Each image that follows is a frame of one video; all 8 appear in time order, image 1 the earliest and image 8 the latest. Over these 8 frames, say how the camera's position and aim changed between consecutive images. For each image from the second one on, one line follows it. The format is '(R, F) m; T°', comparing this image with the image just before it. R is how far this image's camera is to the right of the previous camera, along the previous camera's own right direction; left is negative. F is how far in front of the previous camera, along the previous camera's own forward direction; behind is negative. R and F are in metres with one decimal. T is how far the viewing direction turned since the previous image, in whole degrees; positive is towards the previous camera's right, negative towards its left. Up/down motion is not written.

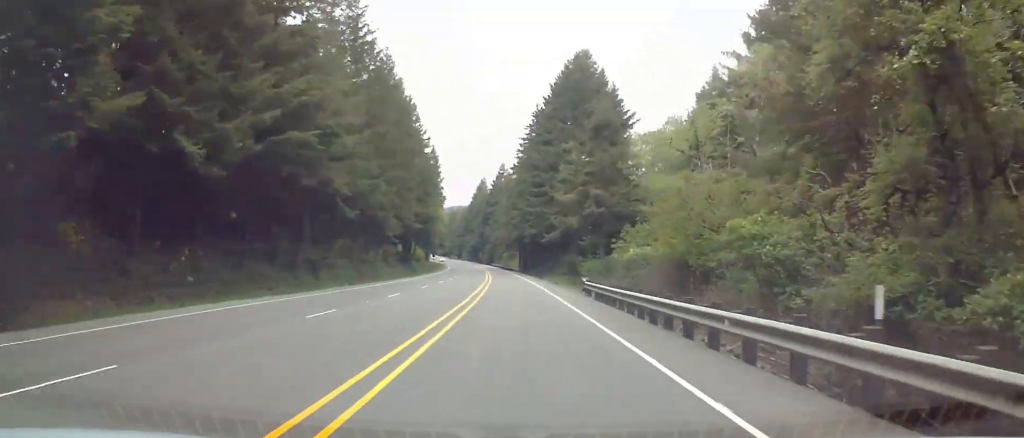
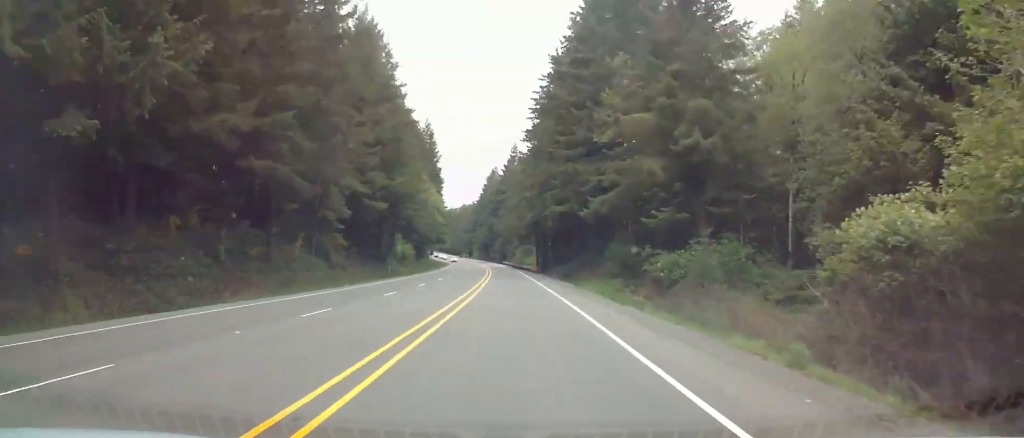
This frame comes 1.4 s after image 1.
(-0.1, +35.9) m; 0°
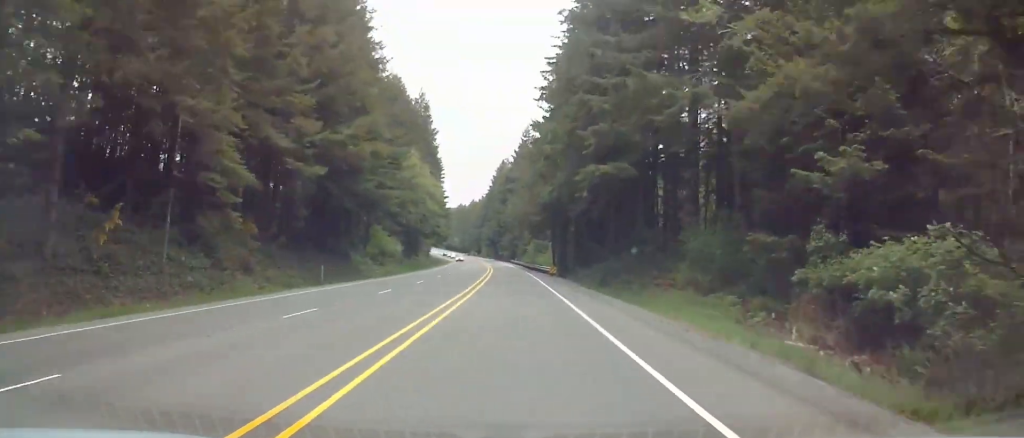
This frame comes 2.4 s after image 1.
(+0.1, +25.6) m; 0°
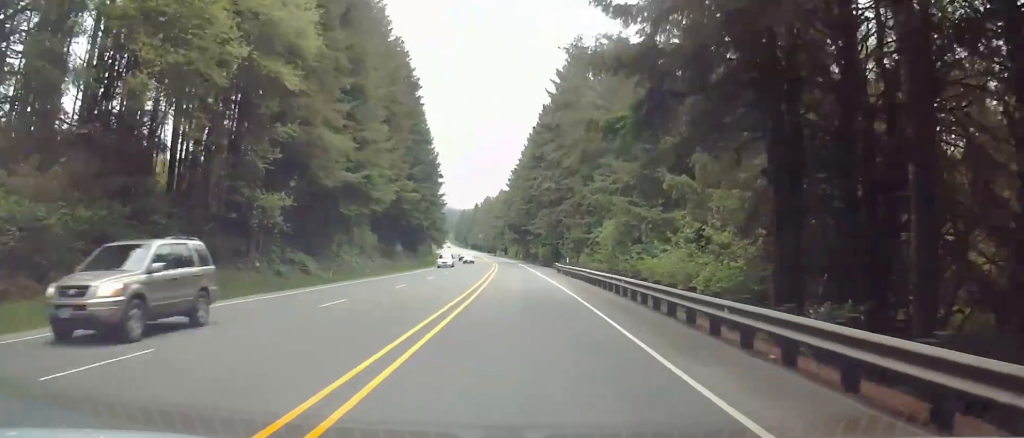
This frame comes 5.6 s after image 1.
(-2.4, +82.7) m; -4°
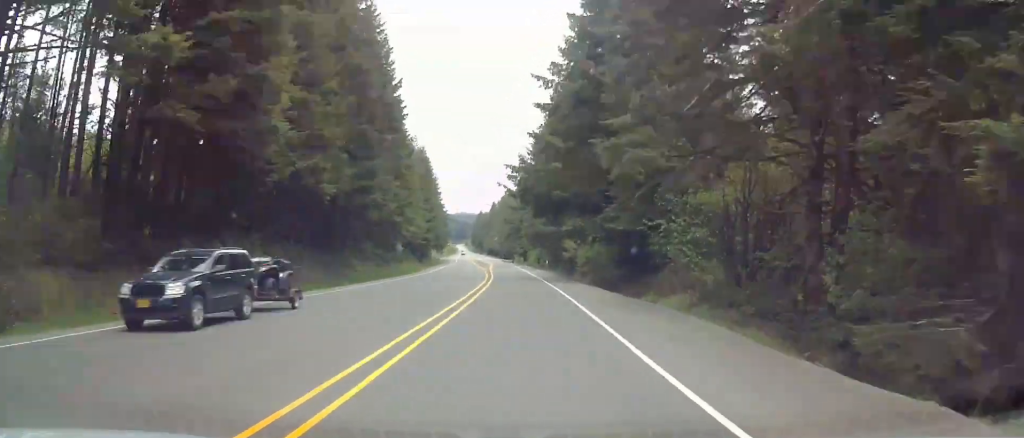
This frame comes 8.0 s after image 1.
(-1.3, +62.4) m; -2°
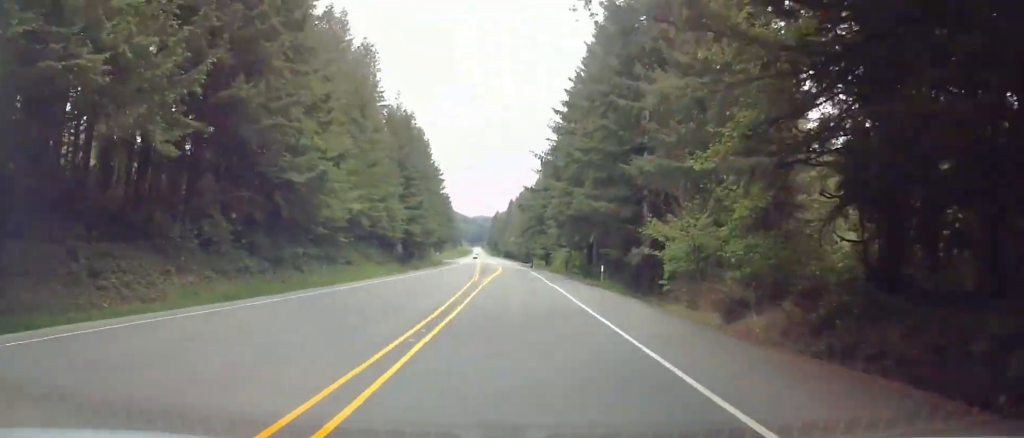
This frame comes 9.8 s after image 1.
(-0.3, +46.6) m; -1°
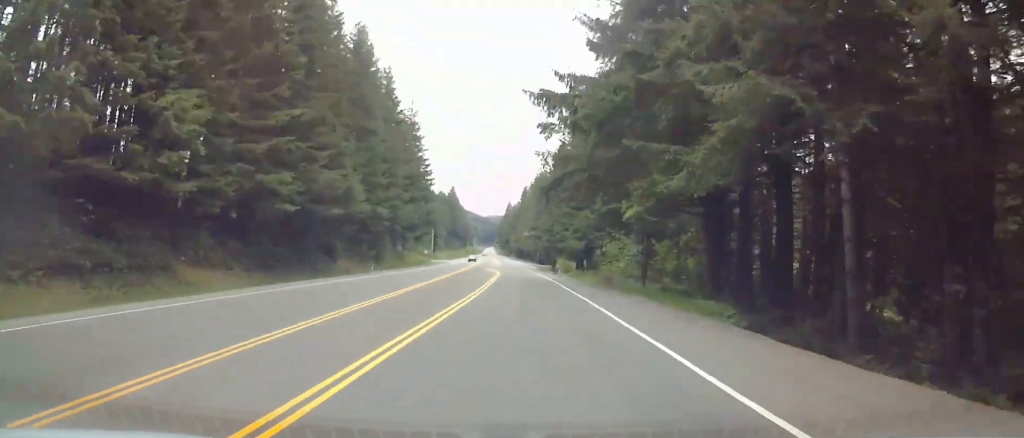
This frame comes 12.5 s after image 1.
(-1.6, +68.7) m; -2°
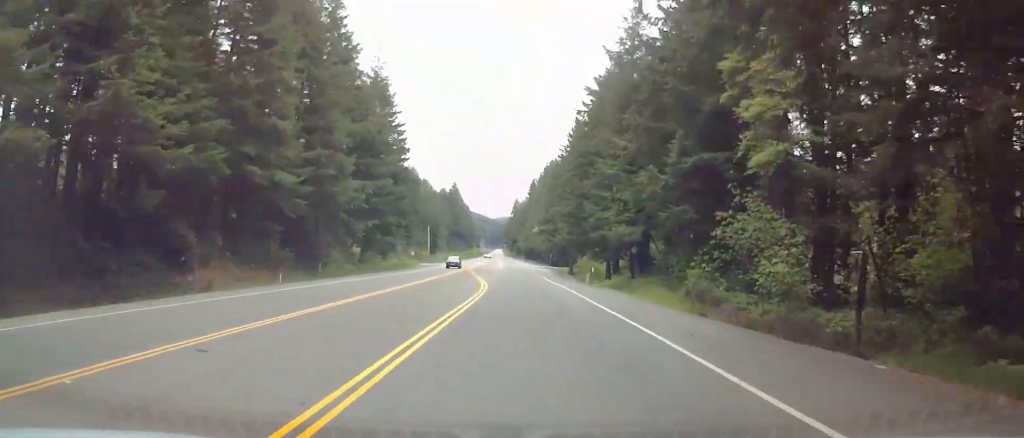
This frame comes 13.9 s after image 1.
(0.0, +35.8) m; -1°
